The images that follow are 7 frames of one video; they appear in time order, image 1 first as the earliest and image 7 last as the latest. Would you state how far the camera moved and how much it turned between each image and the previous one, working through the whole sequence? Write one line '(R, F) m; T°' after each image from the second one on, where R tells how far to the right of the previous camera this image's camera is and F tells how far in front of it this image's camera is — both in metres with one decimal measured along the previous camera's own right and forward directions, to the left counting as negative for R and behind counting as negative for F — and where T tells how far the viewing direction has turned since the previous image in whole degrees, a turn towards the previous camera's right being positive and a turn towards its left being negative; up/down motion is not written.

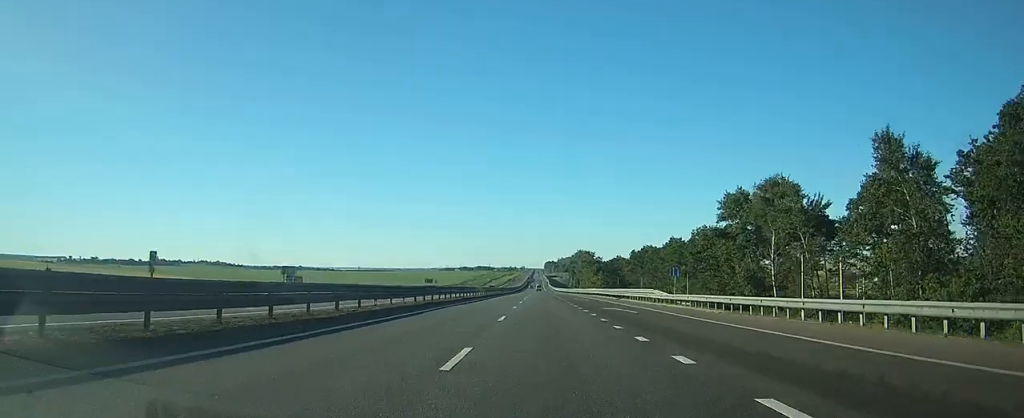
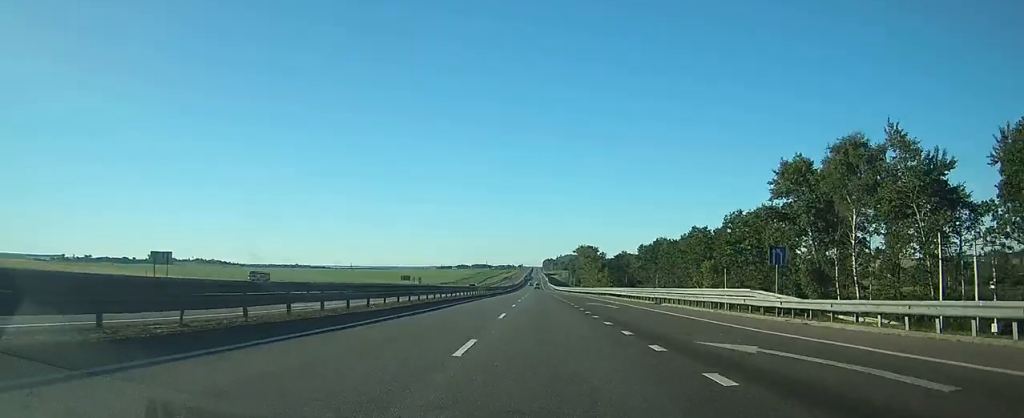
(-0.1, +22.4) m; 0°
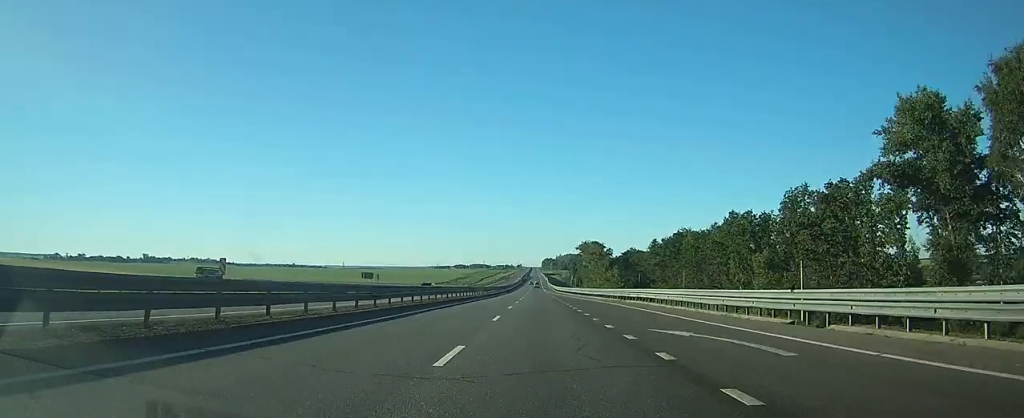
(0.0, +25.2) m; 0°
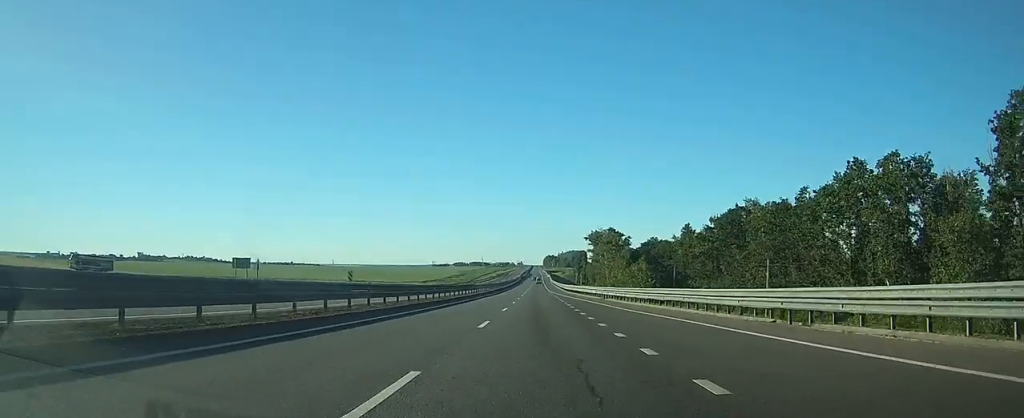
(+0.1, +39.3) m; 0°
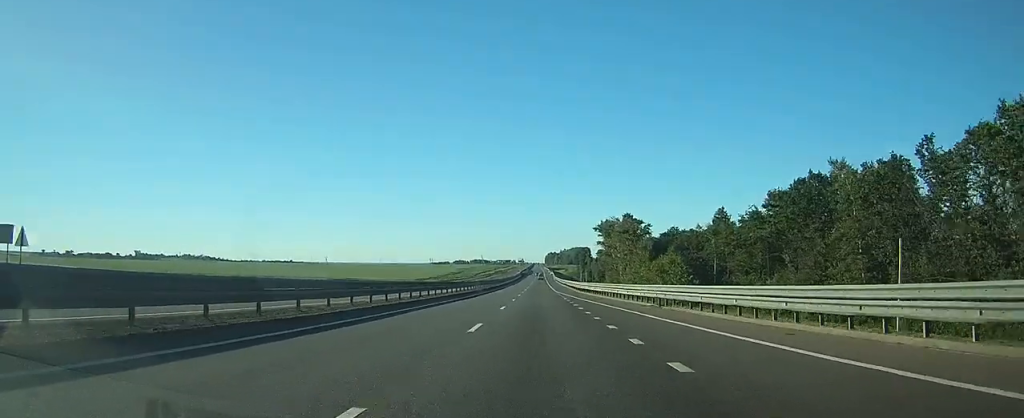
(0.0, +26.3) m; 0°
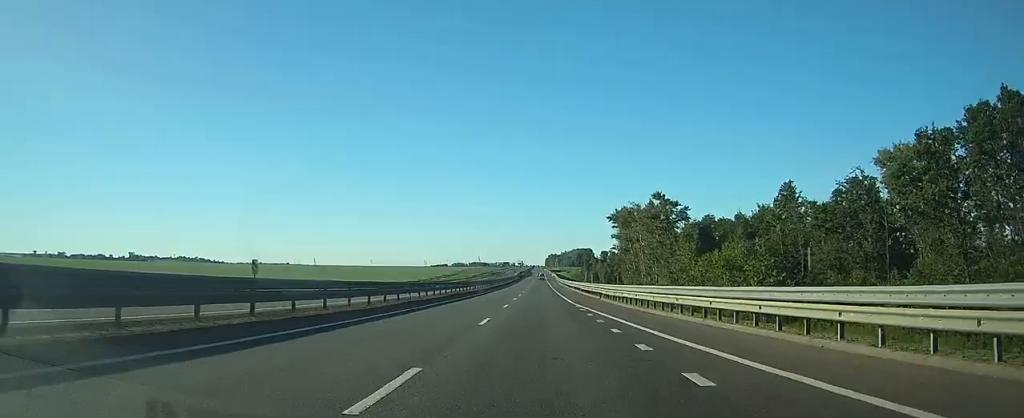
(-0.1, +33.0) m; 0°
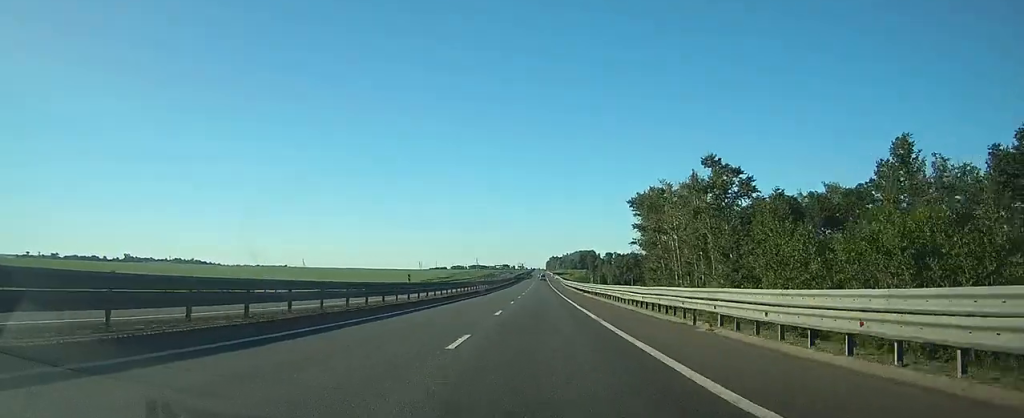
(0.0, +30.3) m; 0°
